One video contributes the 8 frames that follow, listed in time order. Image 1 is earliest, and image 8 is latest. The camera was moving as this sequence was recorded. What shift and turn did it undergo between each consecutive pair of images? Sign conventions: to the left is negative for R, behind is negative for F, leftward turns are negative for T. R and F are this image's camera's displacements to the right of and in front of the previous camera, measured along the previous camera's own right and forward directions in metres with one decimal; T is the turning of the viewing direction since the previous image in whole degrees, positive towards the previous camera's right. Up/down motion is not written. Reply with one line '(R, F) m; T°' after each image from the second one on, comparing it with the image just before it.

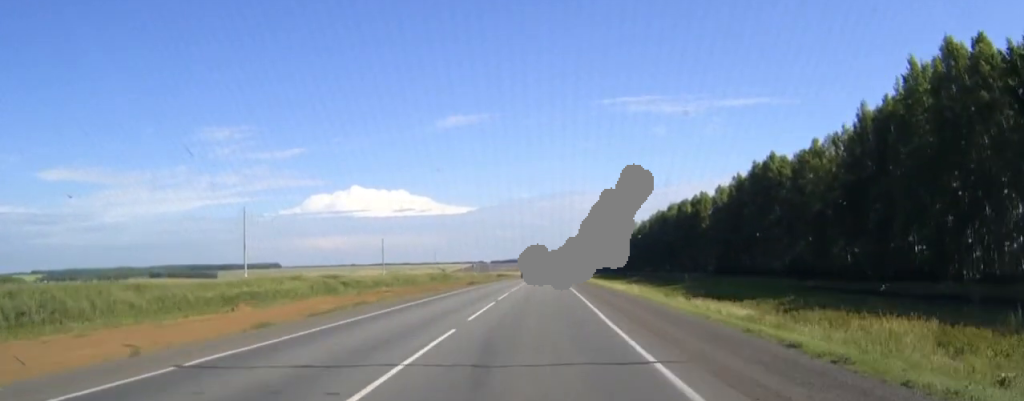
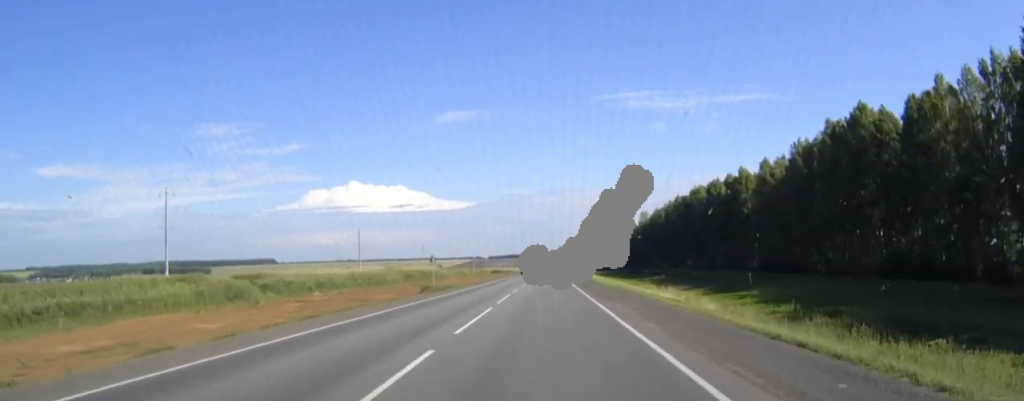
(+0.3, +40.8) m; 0°
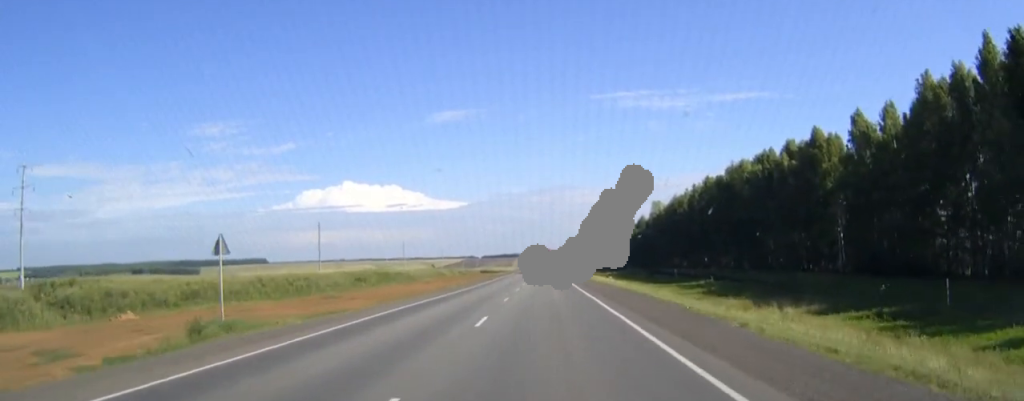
(-0.4, +47.3) m; 0°
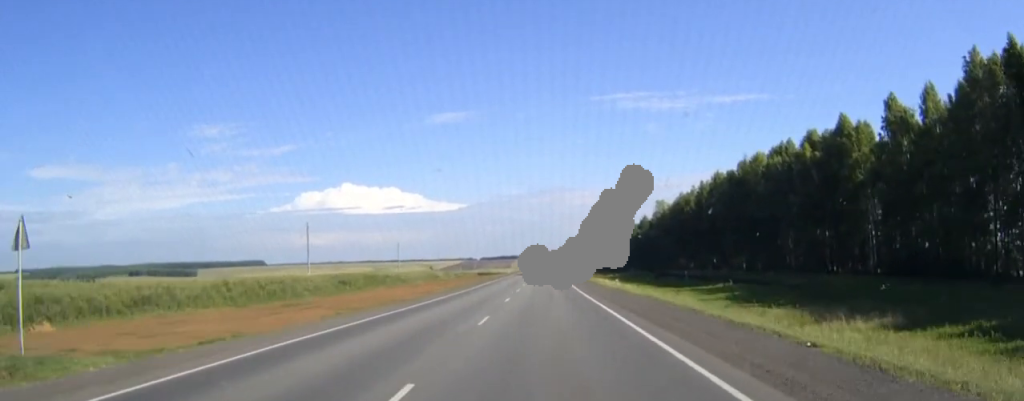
(0.0, +11.2) m; 0°
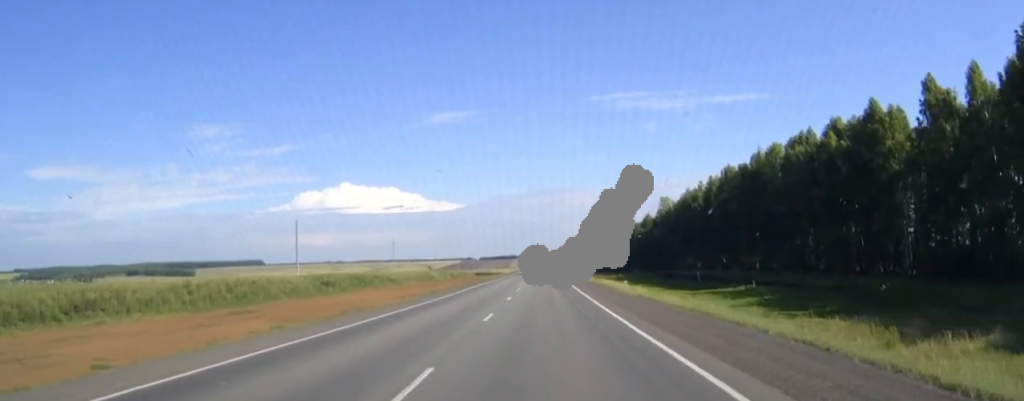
(0.0, +10.4) m; 0°
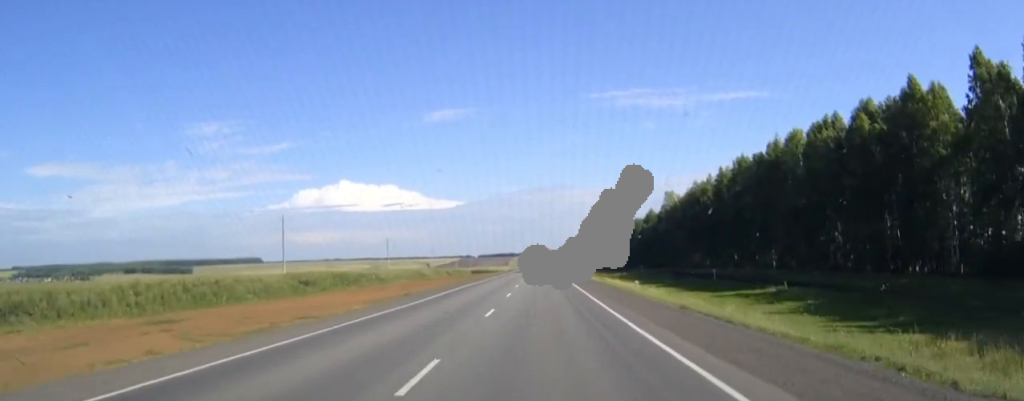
(0.0, +11.3) m; 0°
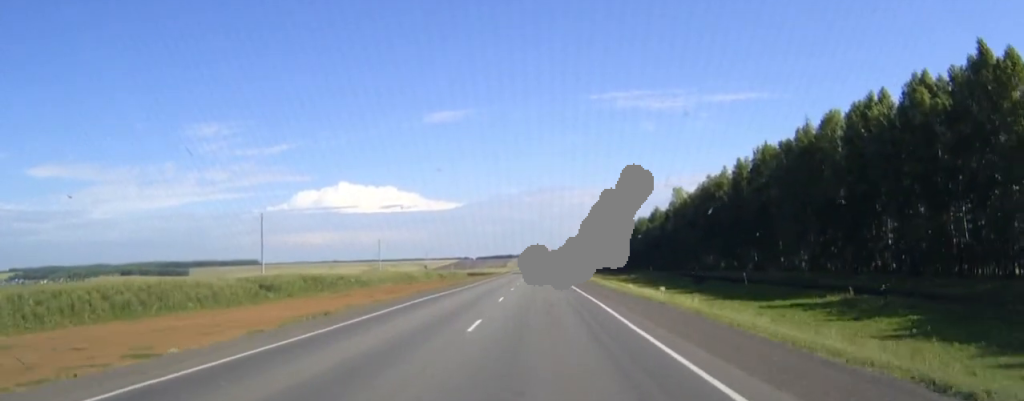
(0.0, +16.2) m; 0°
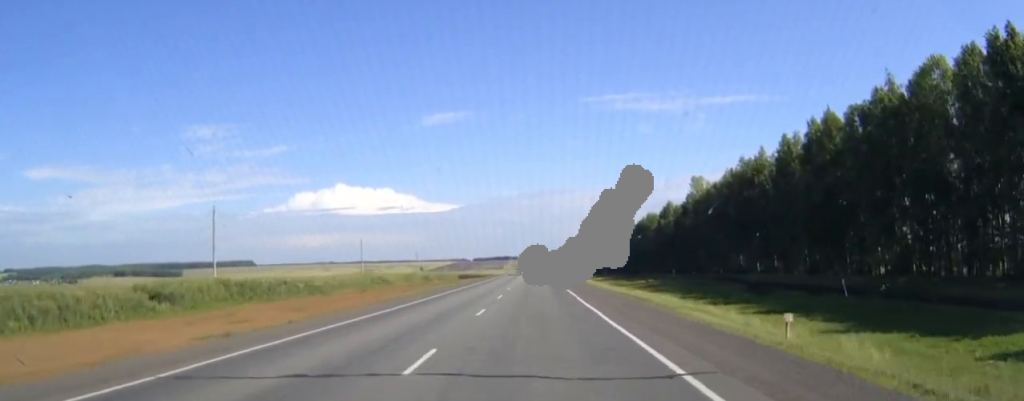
(0.0, +30.0) m; 0°
